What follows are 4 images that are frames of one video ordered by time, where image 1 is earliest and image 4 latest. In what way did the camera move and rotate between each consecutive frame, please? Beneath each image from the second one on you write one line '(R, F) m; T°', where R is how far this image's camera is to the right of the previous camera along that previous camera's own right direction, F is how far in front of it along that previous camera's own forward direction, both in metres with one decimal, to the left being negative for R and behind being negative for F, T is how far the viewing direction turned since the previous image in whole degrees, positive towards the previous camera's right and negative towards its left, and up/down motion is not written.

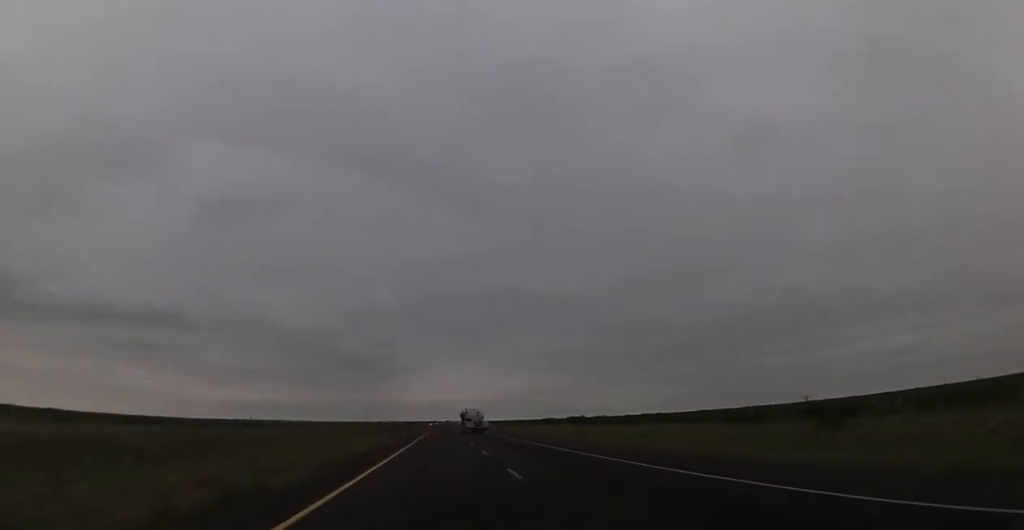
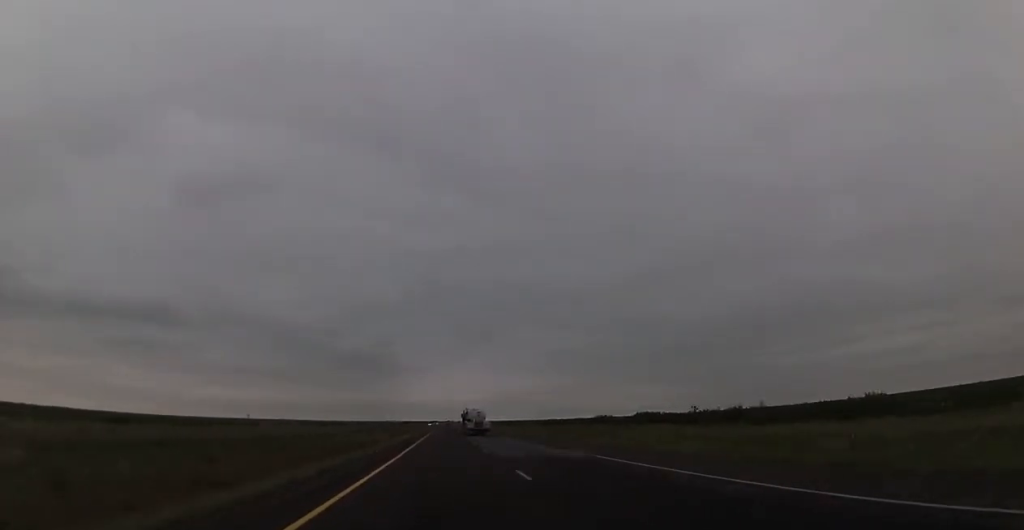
(+0.8, +84.8) m; +1°
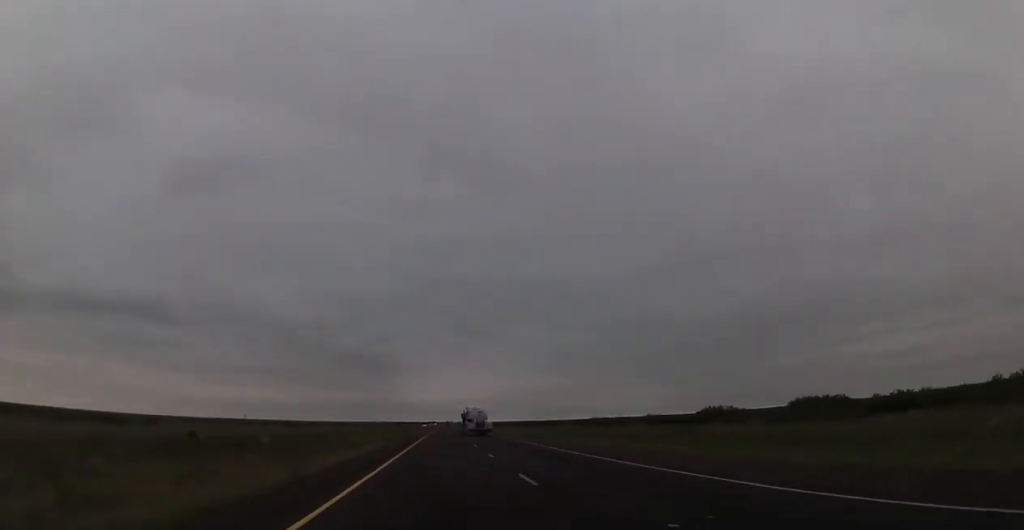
(0.0, +73.5) m; 0°
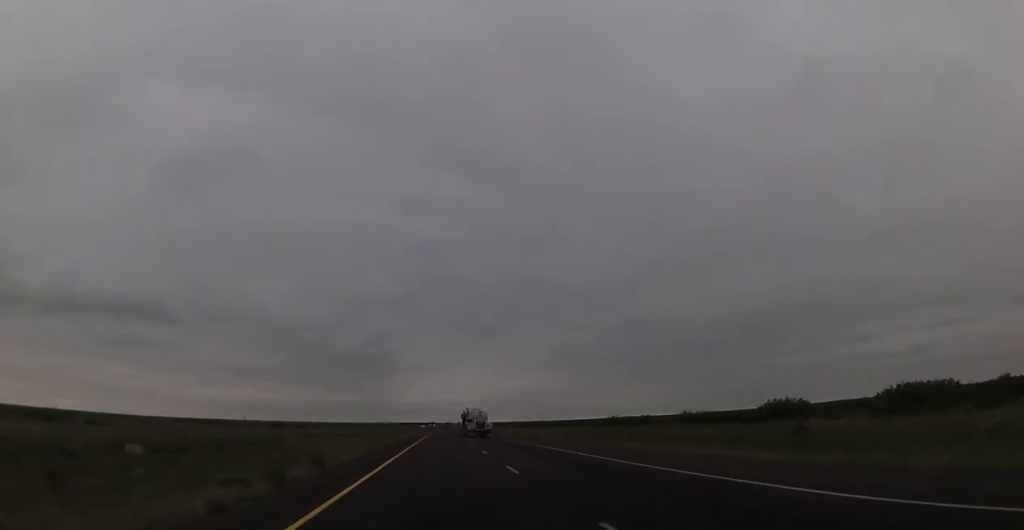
(0.0, +20.8) m; 0°
